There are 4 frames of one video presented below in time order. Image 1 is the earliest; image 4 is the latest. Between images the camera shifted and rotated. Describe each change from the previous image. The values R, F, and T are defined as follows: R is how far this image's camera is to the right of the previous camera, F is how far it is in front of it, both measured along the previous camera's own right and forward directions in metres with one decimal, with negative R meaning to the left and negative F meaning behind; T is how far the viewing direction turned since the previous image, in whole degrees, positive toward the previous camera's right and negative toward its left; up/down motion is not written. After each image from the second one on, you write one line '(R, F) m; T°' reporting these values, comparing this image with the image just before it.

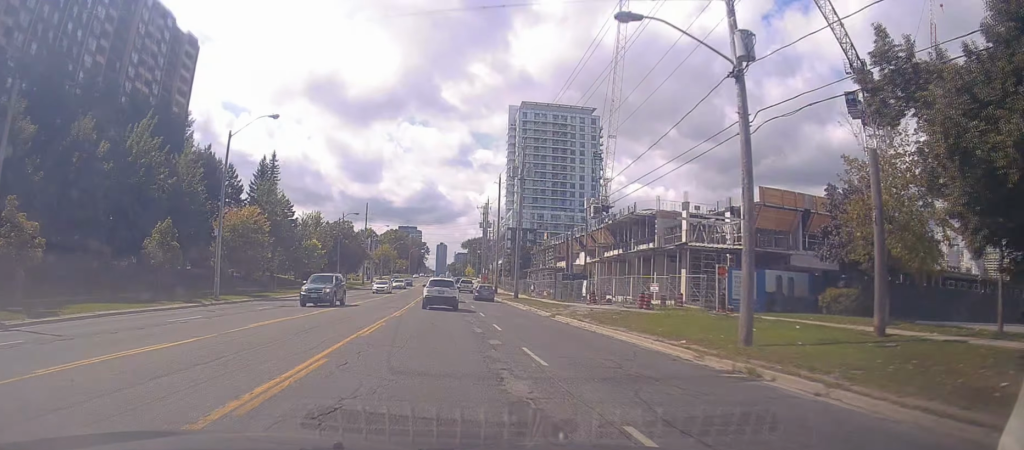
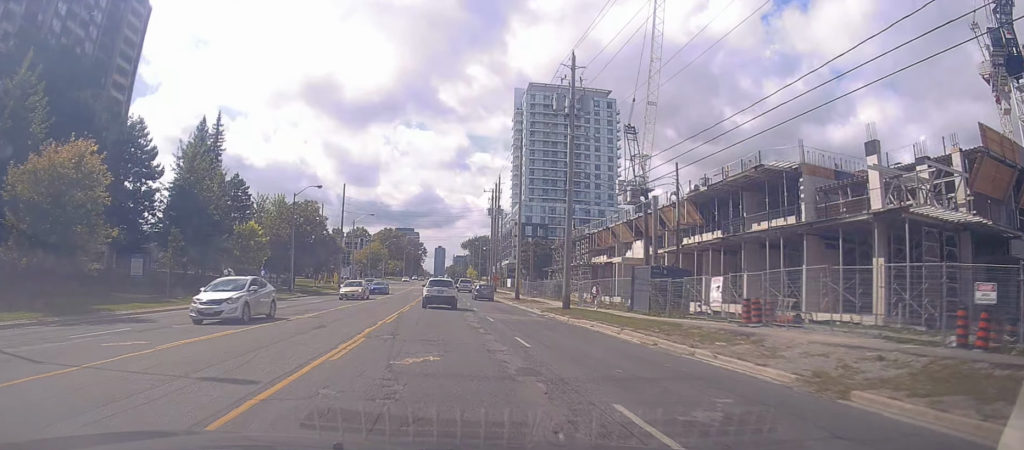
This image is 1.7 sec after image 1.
(-0.4, +23.0) m; -1°
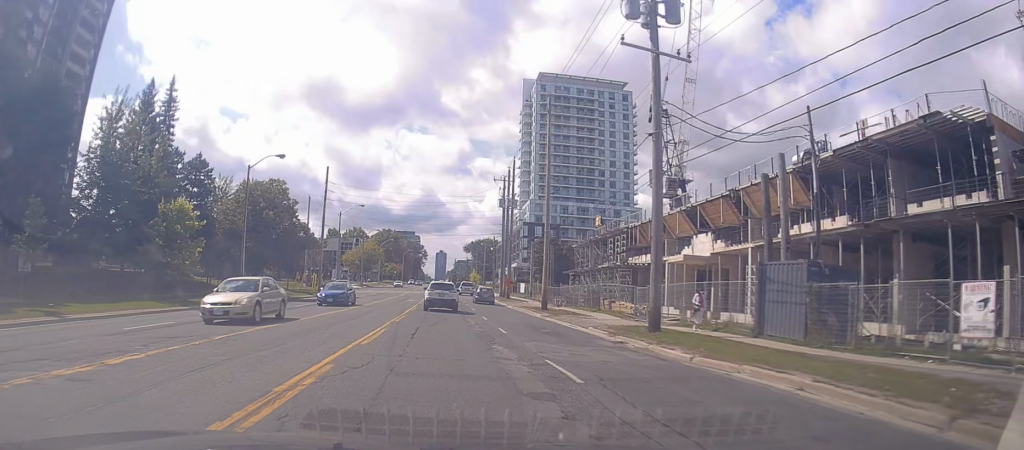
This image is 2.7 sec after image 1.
(0.0, +14.0) m; +1°
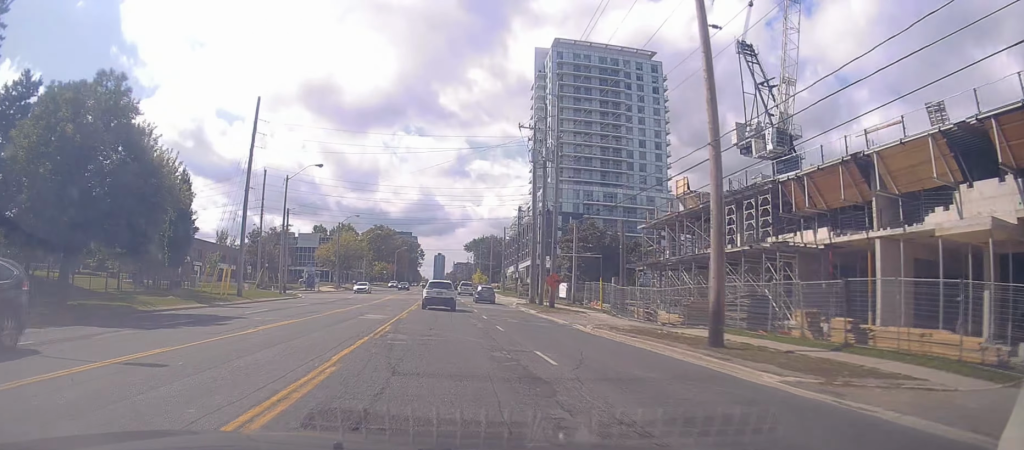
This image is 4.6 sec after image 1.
(+0.2, +26.7) m; +1°
